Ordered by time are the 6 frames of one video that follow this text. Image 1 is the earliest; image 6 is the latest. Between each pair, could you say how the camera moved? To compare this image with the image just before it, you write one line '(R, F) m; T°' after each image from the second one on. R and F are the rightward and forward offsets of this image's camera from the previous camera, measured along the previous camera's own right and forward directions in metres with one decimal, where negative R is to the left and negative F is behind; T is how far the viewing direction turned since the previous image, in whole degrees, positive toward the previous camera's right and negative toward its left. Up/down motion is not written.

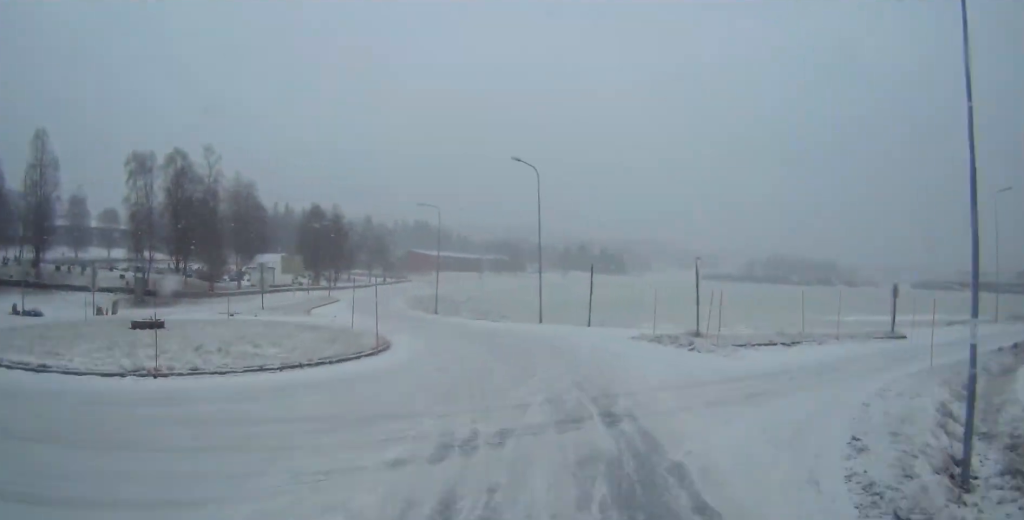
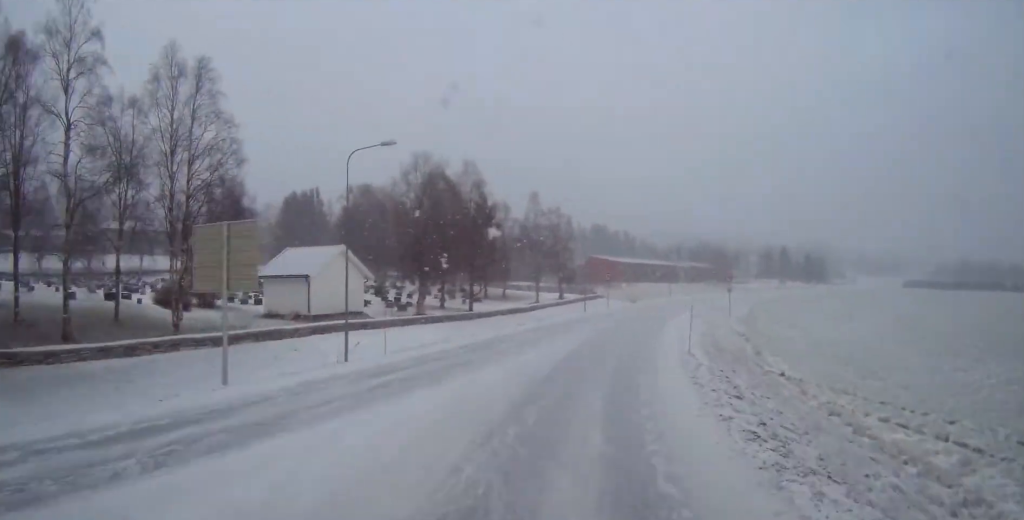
(-1.5, +66.0) m; +5°
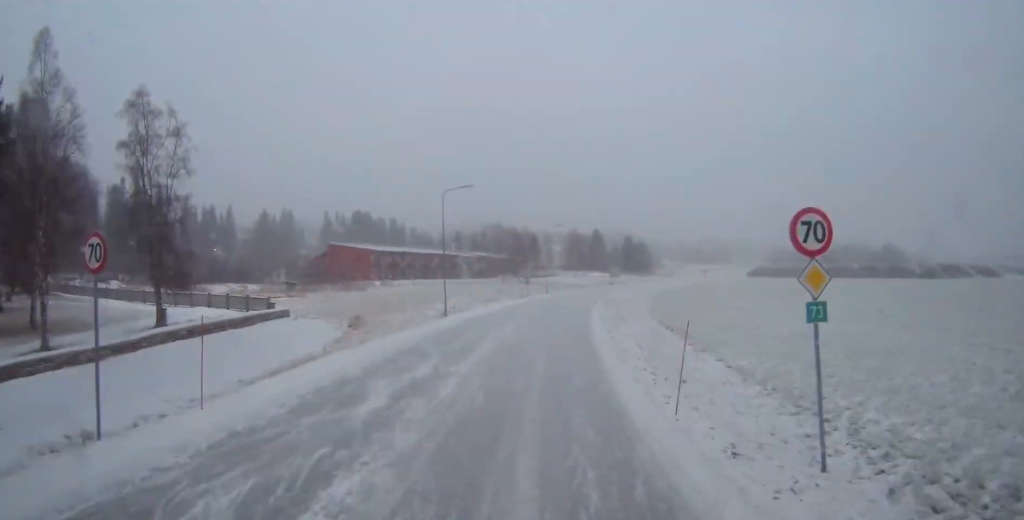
(+7.8, +61.4) m; +13°
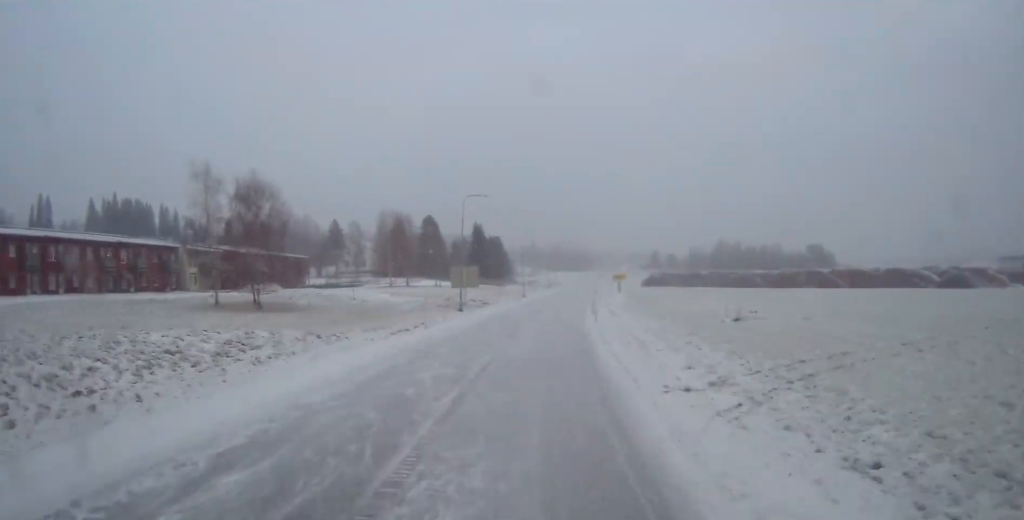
(+8.0, +76.9) m; +11°
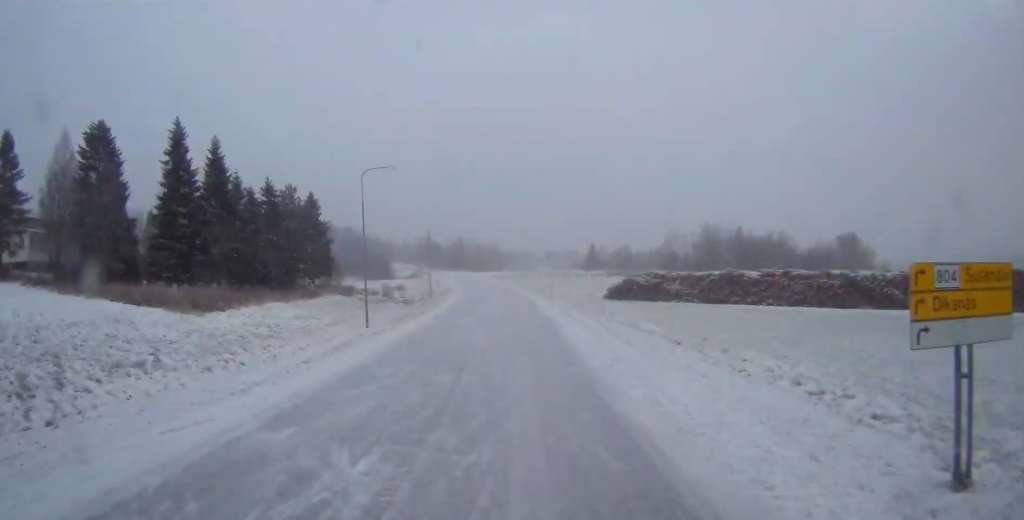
(+4.8, +91.9) m; +2°
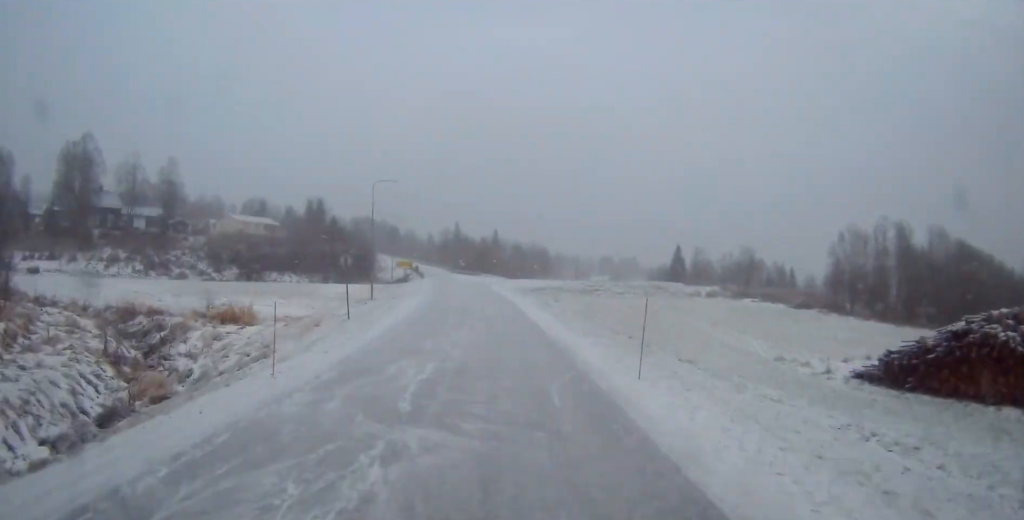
(-1.0, +63.4) m; -2°
